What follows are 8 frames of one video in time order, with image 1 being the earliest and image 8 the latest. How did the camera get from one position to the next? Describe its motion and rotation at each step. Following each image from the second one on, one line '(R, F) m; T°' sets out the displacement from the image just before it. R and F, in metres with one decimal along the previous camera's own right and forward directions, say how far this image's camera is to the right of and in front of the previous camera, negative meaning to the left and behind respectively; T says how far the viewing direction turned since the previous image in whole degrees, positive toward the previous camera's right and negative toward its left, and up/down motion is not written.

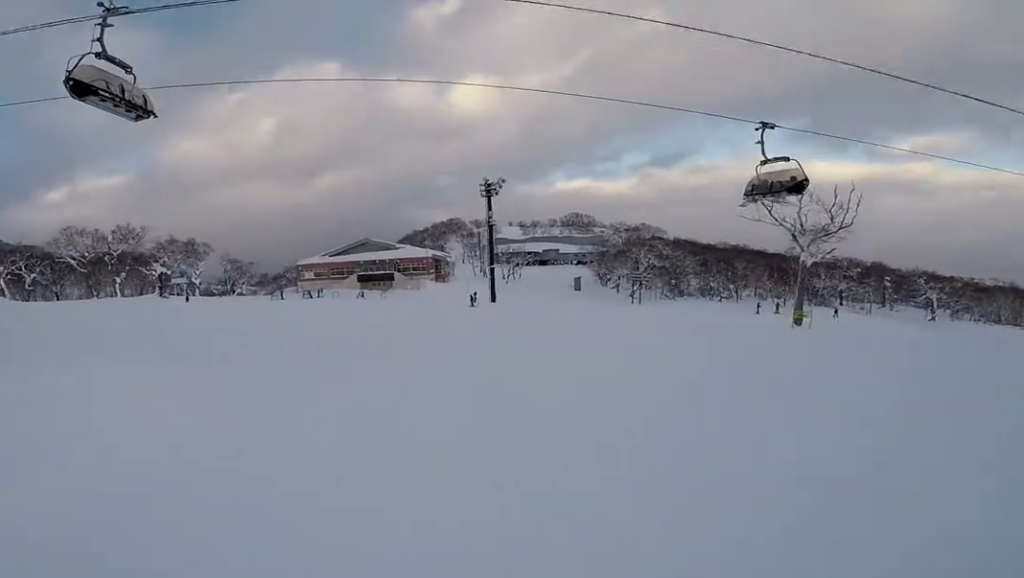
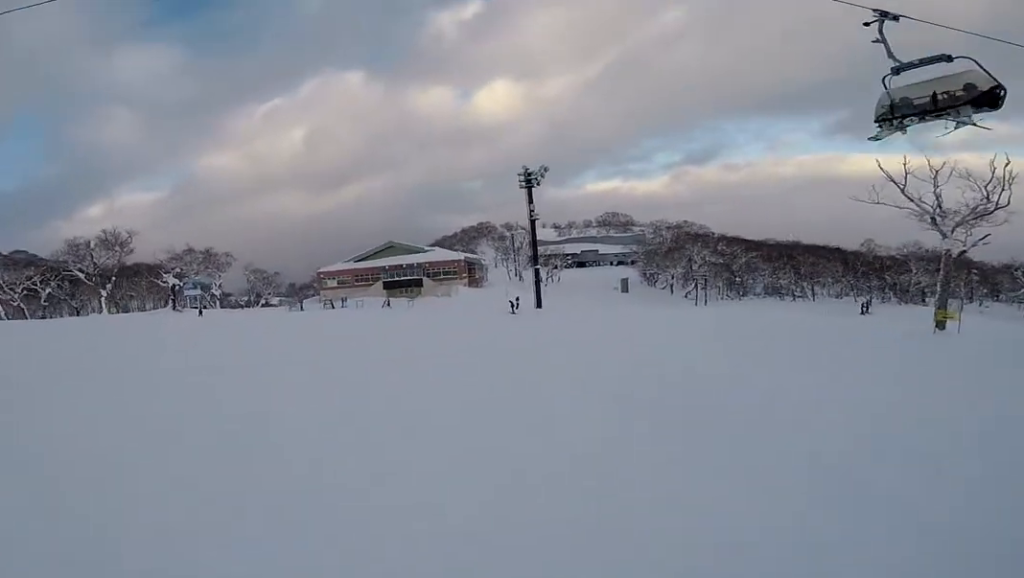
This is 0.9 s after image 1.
(-0.5, +6.7) m; -8°
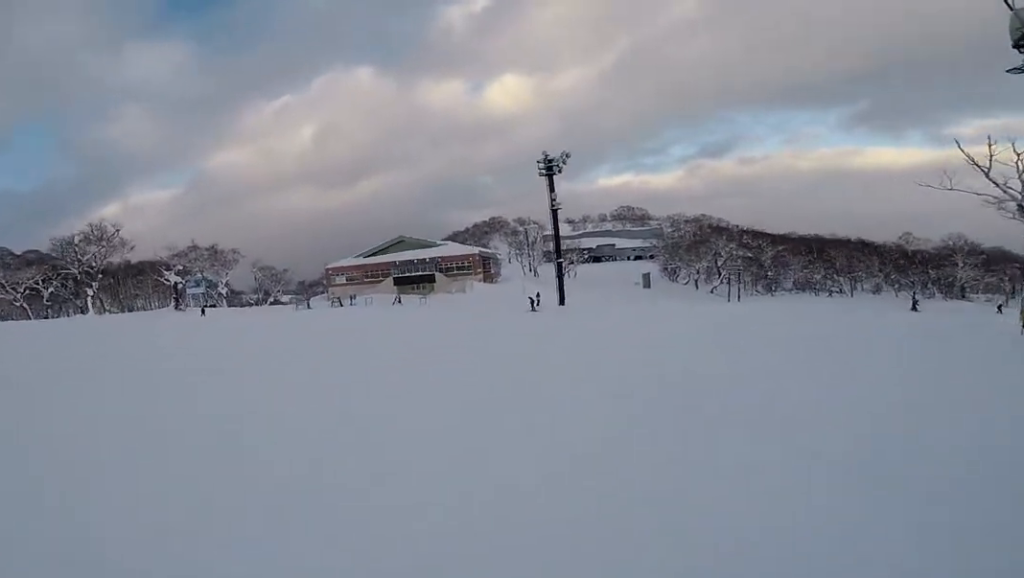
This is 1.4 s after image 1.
(+0.2, +3.2) m; -4°
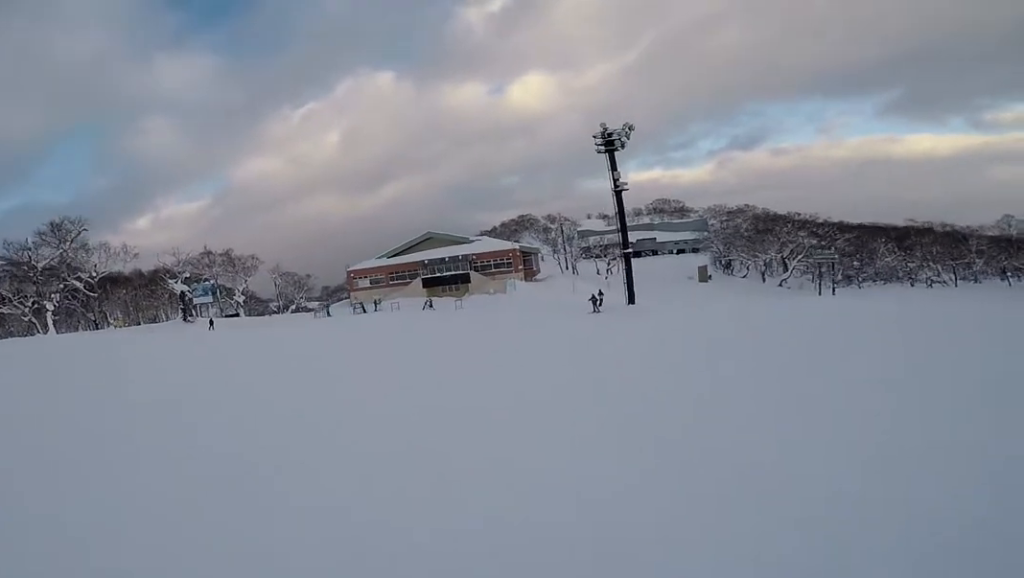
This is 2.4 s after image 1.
(-1.1, +7.2) m; -1°
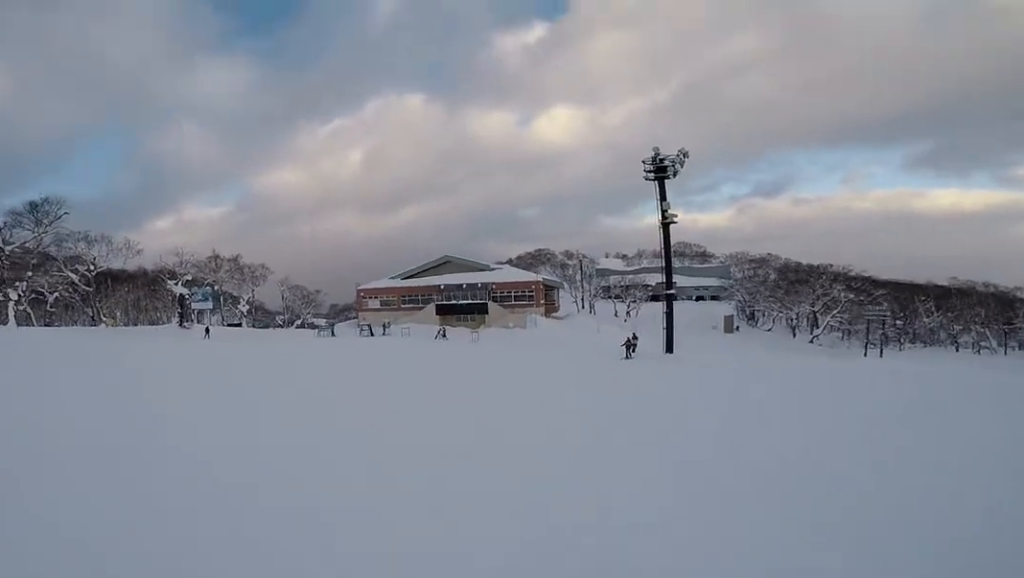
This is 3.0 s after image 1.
(+0.6, +3.8) m; +5°
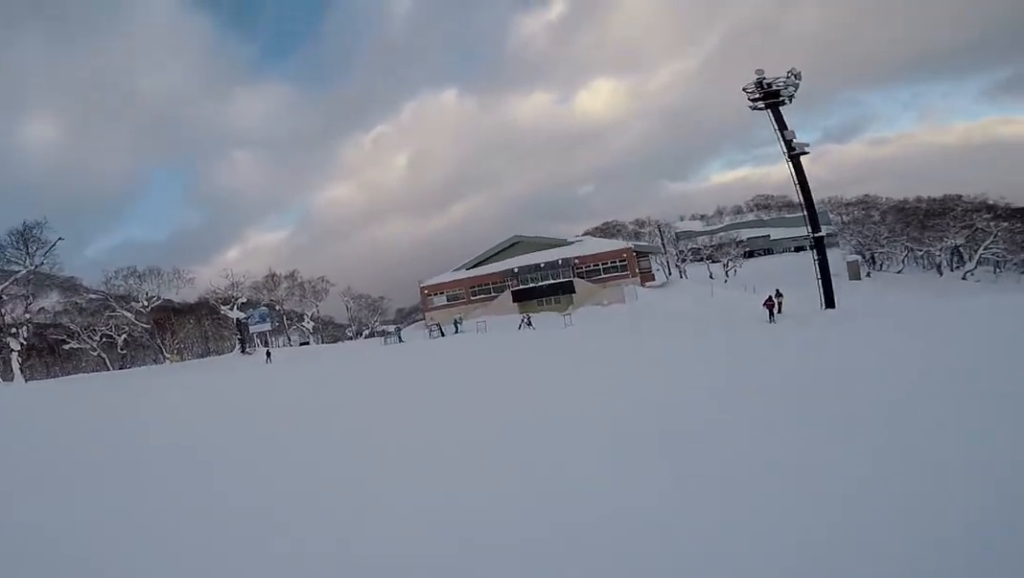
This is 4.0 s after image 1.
(+0.4, +6.1) m; -1°
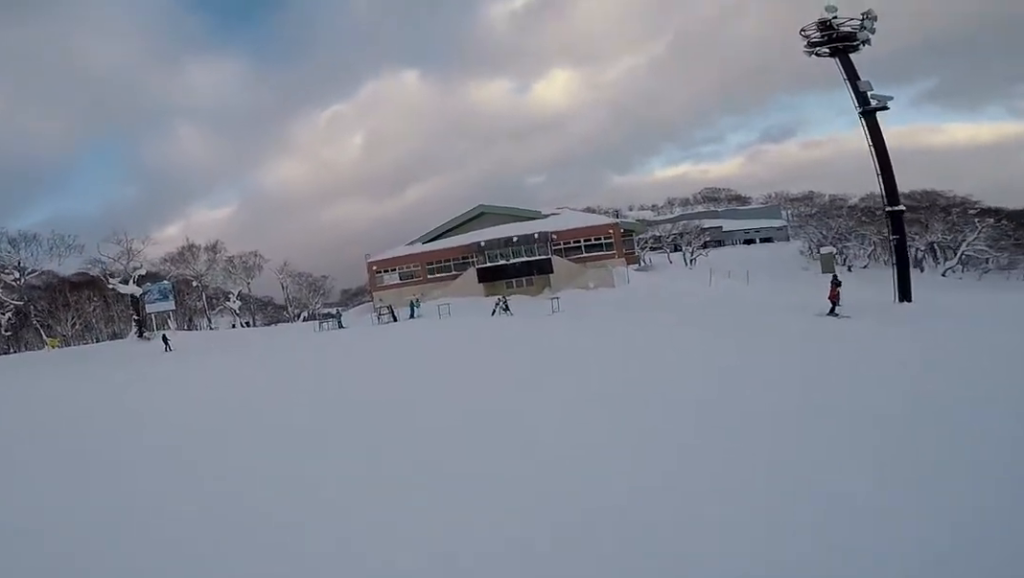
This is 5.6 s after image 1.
(-1.1, +9.3) m; -4°
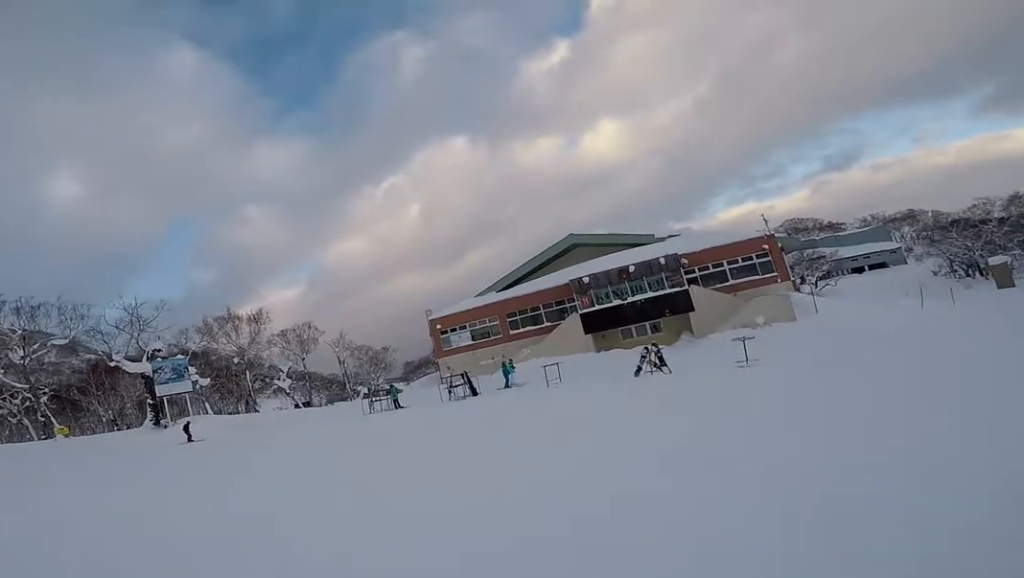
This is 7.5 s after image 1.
(0.0, +10.6) m; -4°
